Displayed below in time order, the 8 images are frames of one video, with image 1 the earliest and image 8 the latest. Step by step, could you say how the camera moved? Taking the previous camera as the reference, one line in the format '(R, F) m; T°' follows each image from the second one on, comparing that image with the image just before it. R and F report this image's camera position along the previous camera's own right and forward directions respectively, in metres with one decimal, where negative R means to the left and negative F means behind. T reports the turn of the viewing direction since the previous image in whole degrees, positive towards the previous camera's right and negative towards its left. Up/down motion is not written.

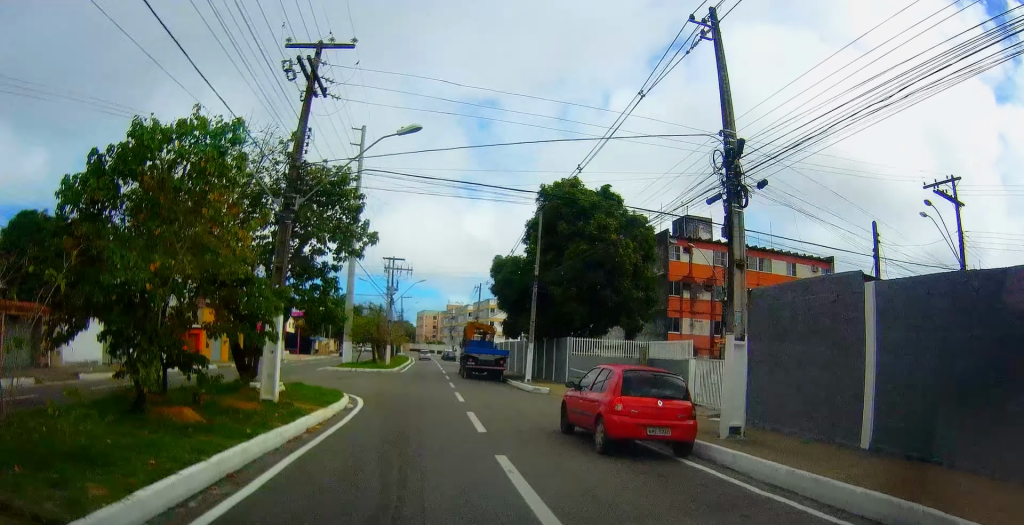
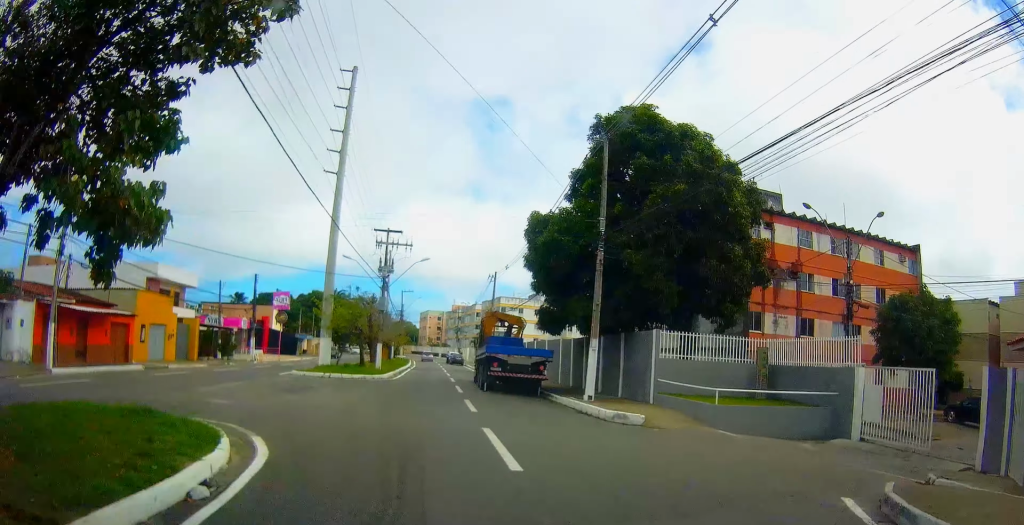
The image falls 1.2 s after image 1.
(-0.2, +12.0) m; -1°
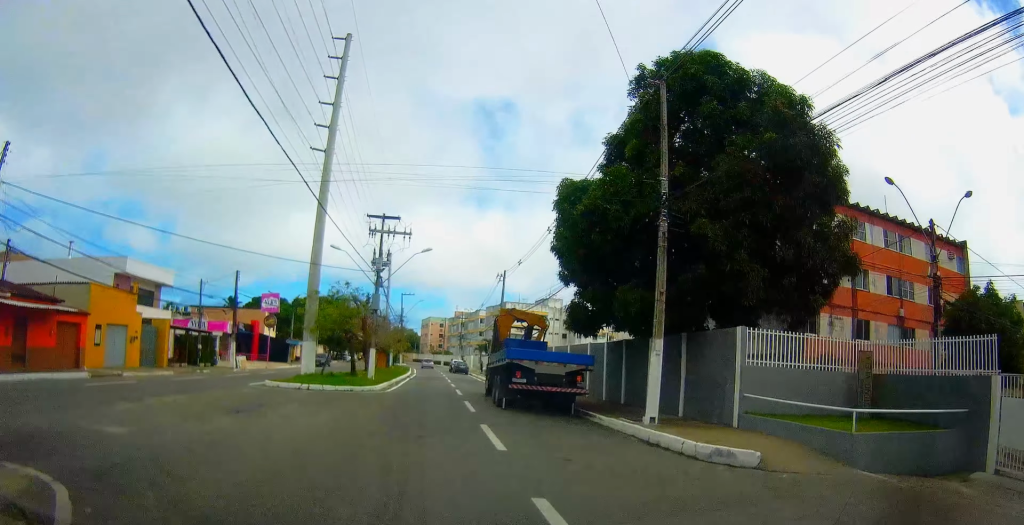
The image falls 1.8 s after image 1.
(+0.2, +5.7) m; 0°
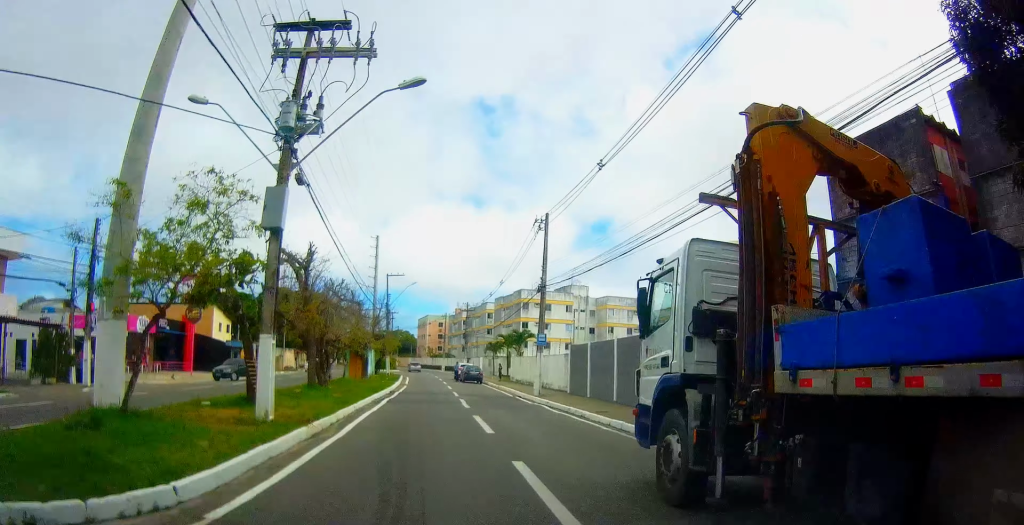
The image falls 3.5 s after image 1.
(+0.4, +20.5) m; +6°
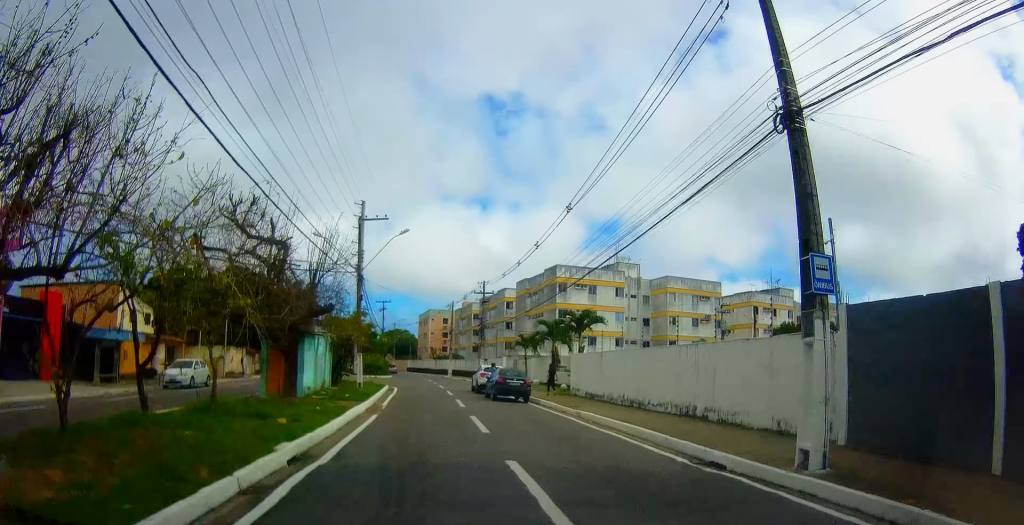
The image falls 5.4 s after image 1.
(+0.4, +22.3) m; -1°
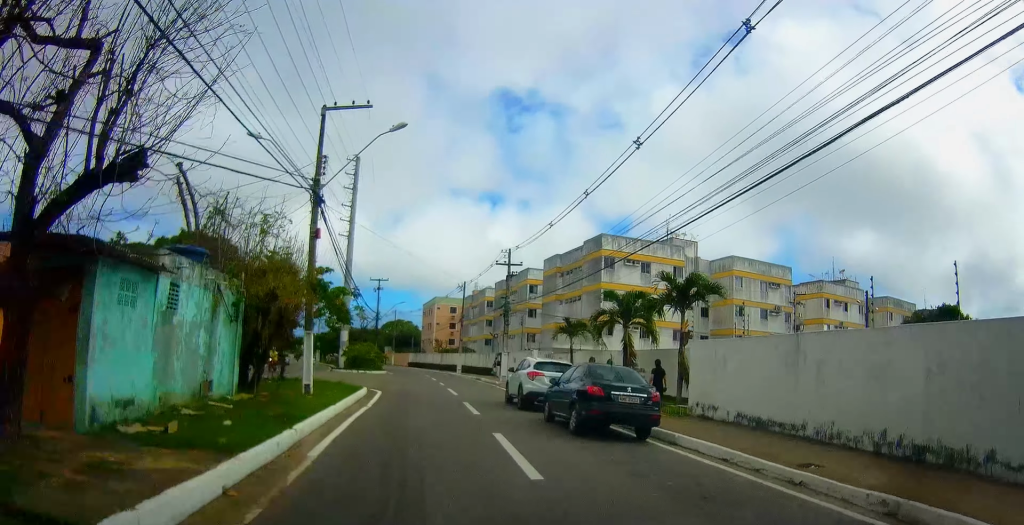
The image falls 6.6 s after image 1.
(-0.3, +14.8) m; 0°
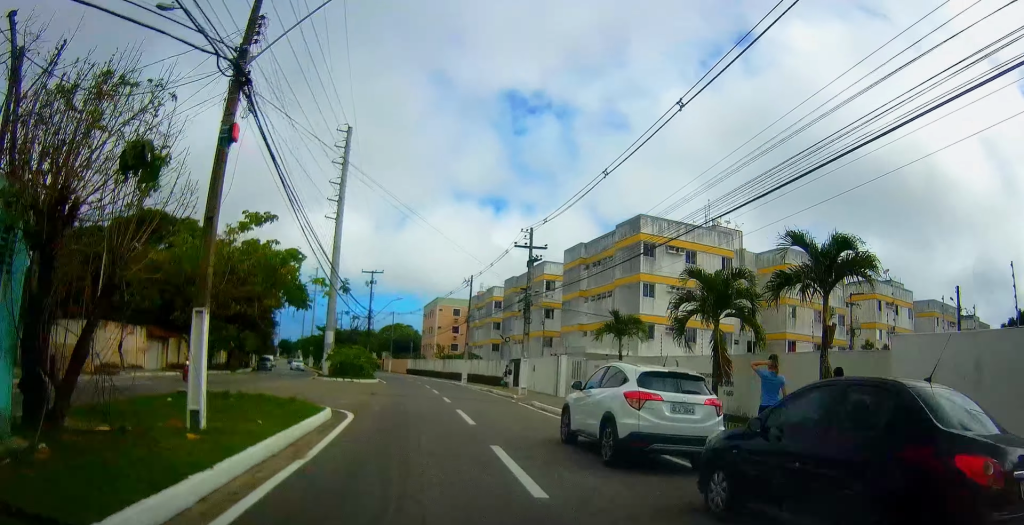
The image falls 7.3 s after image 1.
(+0.2, +9.1) m; 0°
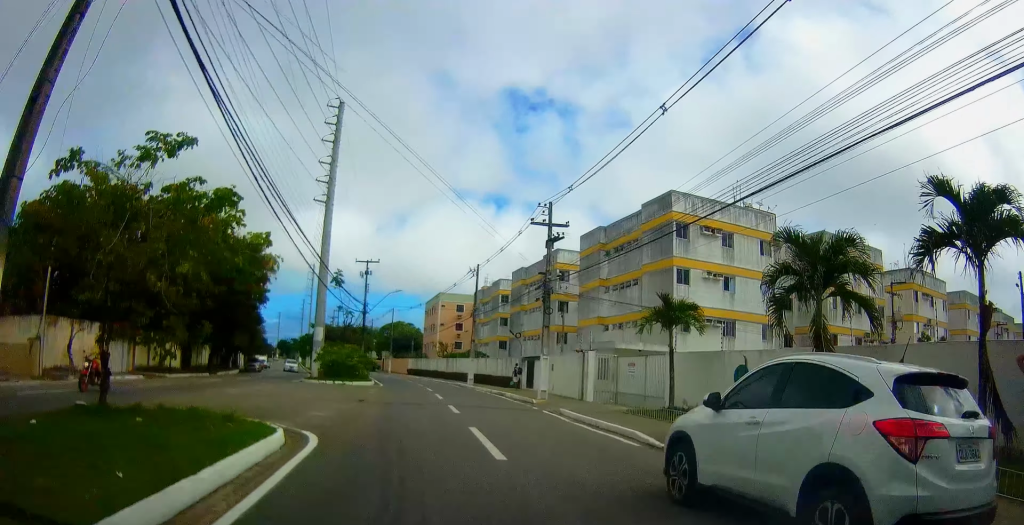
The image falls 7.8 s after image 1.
(+0.2, +5.4) m; 0°
